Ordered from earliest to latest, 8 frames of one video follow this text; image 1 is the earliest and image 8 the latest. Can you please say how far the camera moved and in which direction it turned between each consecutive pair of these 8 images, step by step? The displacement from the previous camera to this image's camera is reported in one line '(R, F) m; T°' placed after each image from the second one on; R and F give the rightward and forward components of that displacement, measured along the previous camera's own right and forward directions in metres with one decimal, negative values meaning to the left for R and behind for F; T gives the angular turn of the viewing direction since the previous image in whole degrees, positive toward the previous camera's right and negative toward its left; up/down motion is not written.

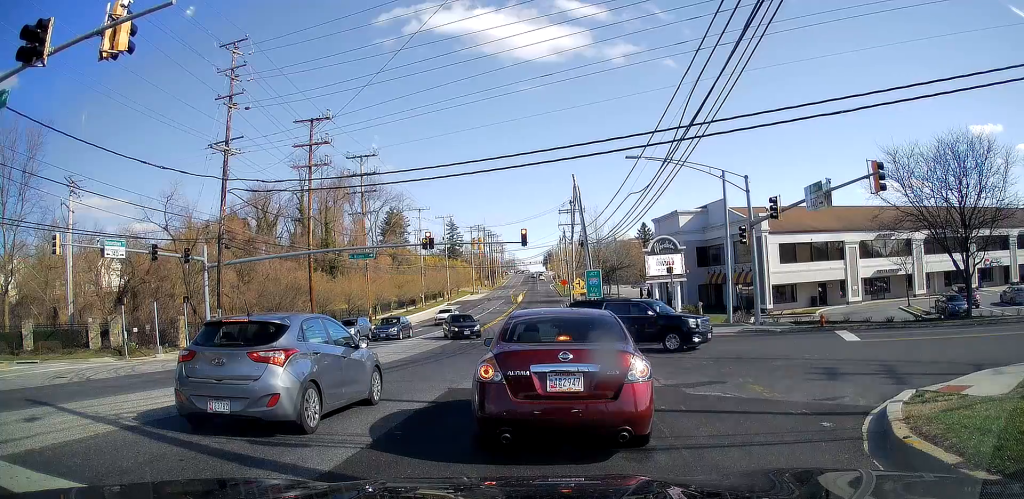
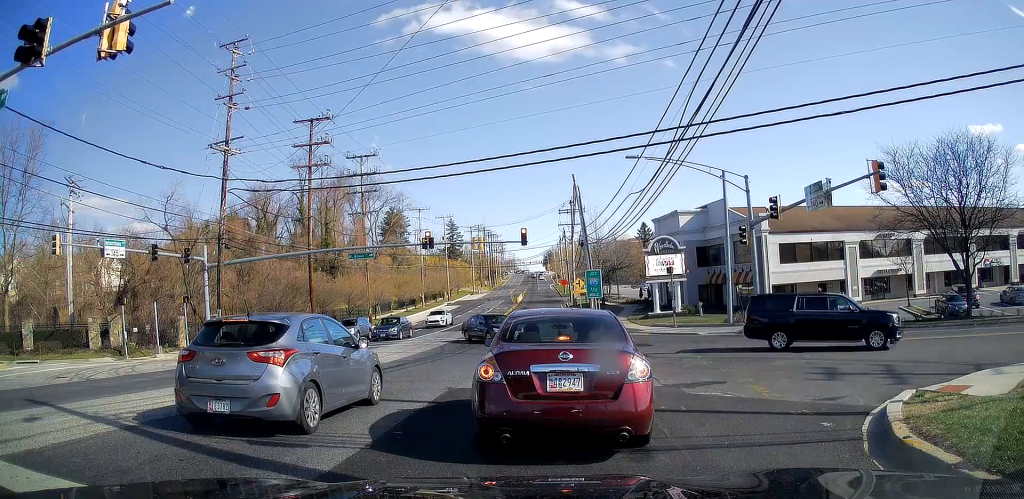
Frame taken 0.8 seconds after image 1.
(0.0, 0.0) m; 0°
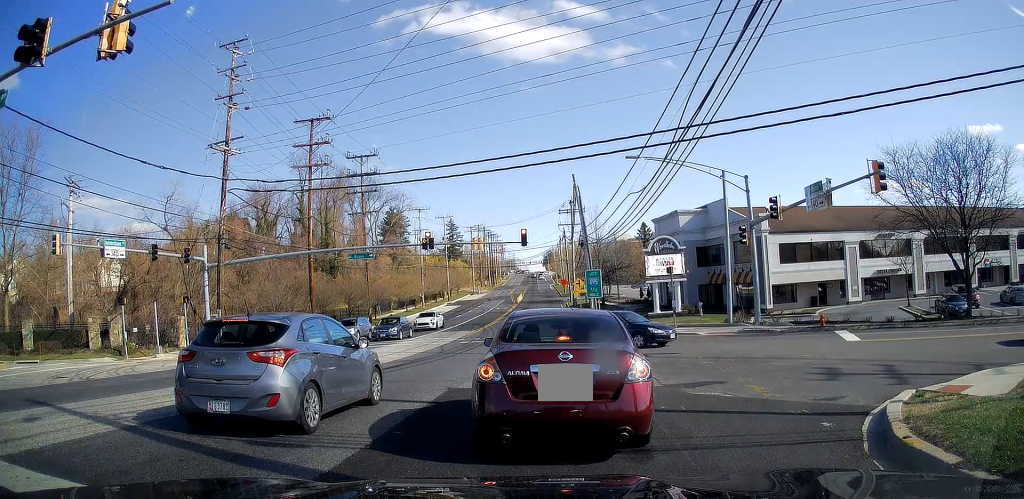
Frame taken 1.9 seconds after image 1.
(0.0, 0.0) m; 0°
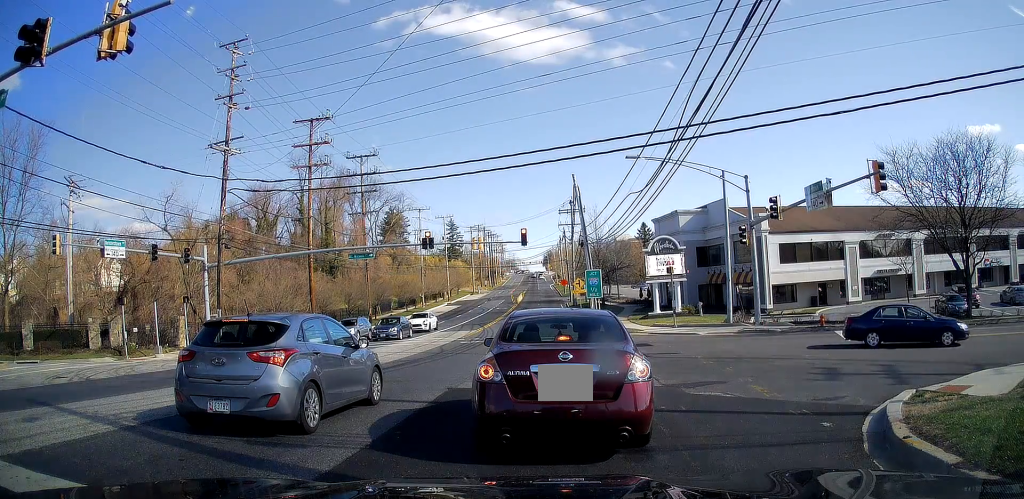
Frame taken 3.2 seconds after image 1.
(0.0, 0.0) m; 0°
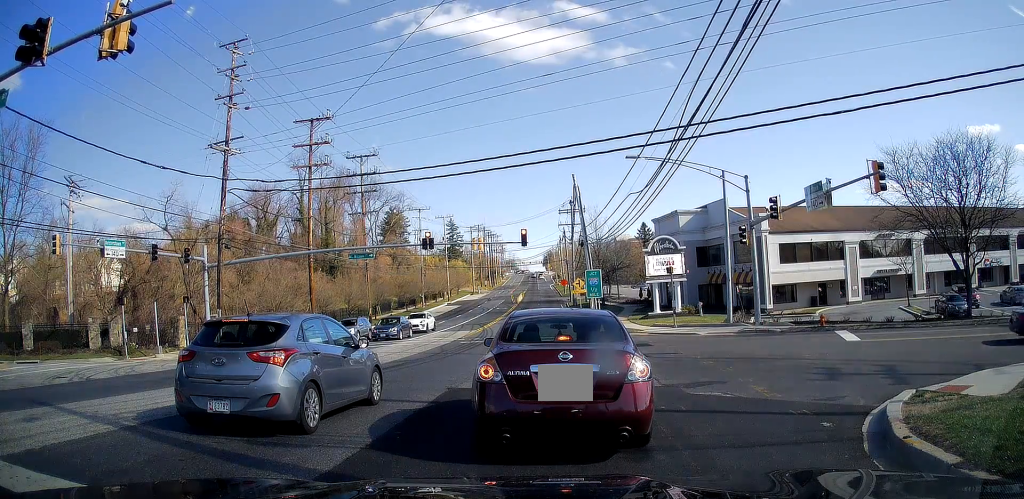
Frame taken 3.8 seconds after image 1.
(0.0, 0.0) m; 0°
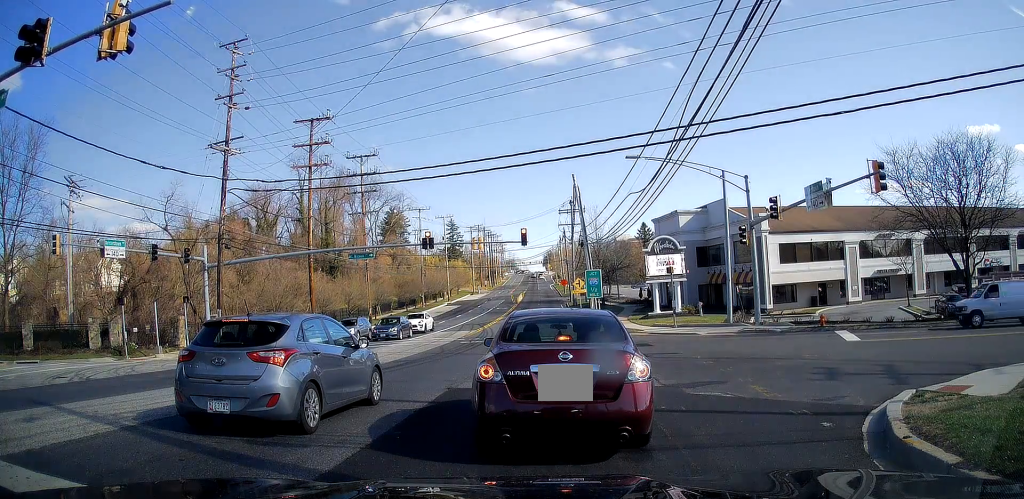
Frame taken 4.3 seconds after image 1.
(0.0, 0.0) m; 0°
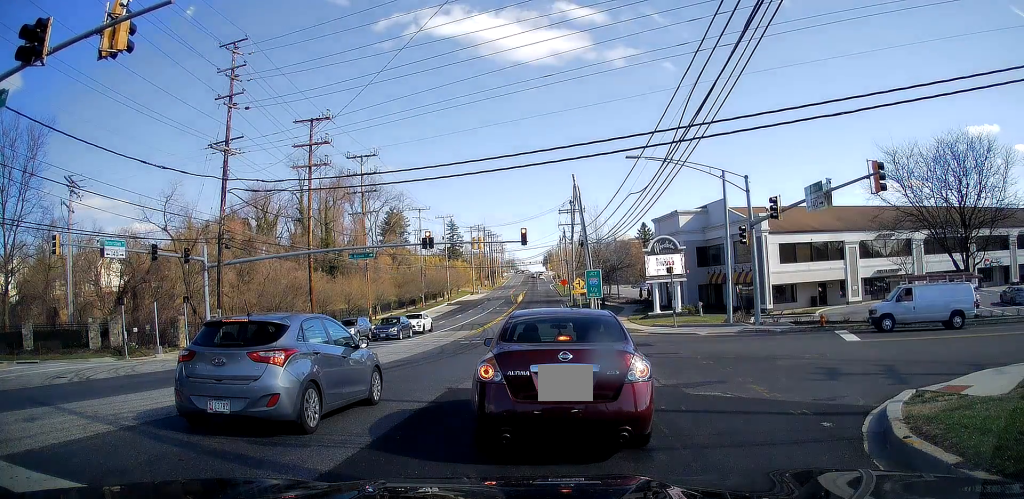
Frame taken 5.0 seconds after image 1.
(0.0, 0.0) m; 0°
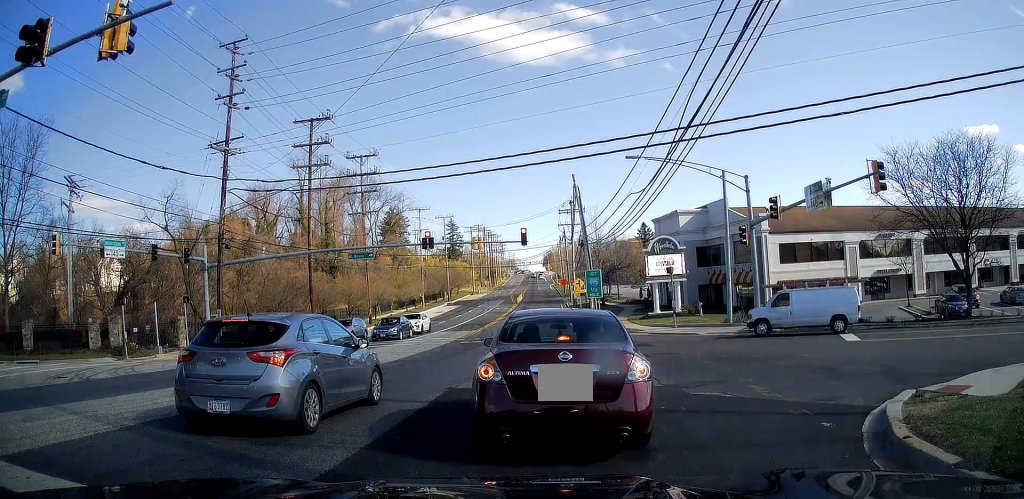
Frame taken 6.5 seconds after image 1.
(0.0, 0.0) m; 0°
